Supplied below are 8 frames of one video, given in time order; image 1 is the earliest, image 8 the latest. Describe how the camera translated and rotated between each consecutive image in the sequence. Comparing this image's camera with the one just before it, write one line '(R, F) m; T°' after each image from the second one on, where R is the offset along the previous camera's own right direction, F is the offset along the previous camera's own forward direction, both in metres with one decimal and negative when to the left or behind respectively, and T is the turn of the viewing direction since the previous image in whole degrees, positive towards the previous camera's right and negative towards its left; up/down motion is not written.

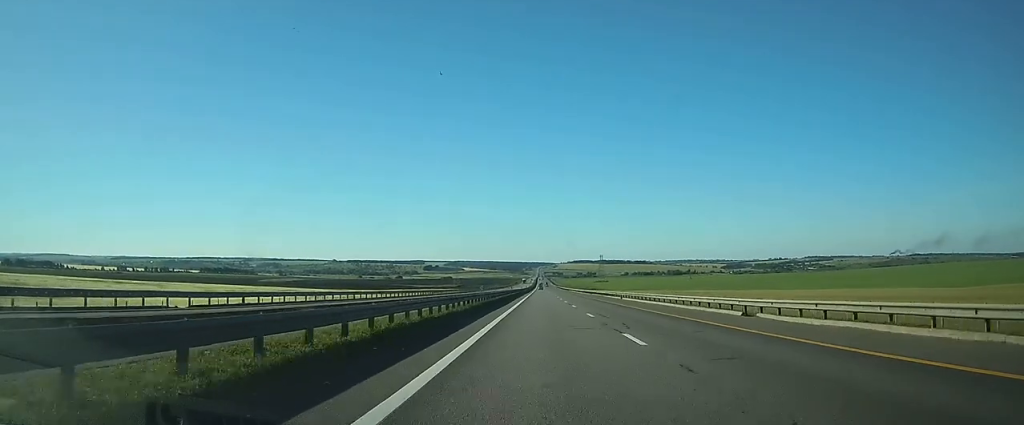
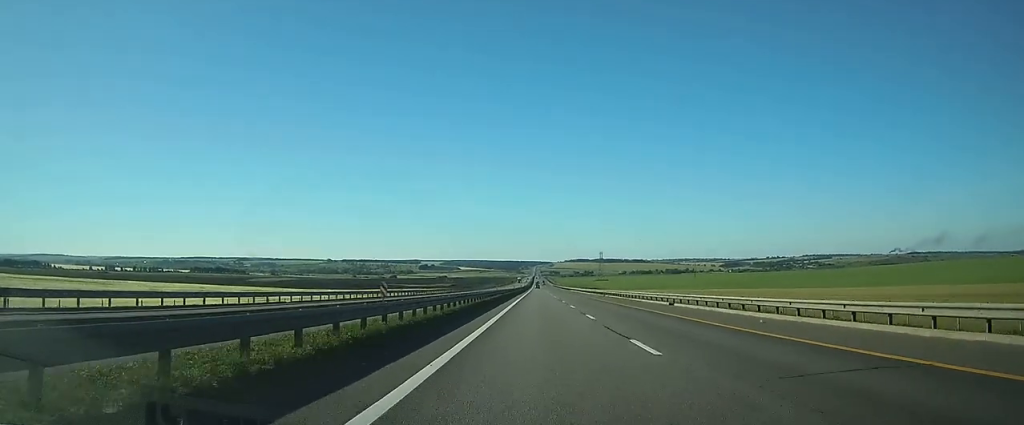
(+0.1, +26.2) m; 0°
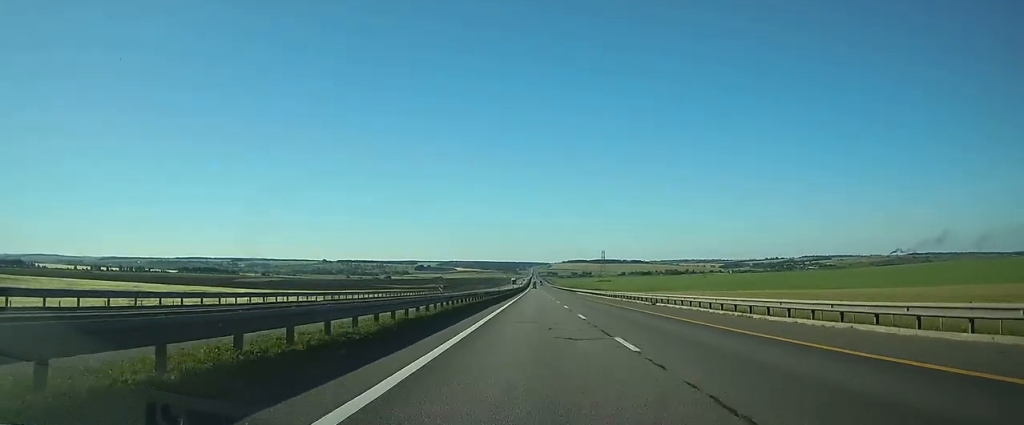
(+0.2, +35.9) m; +1°
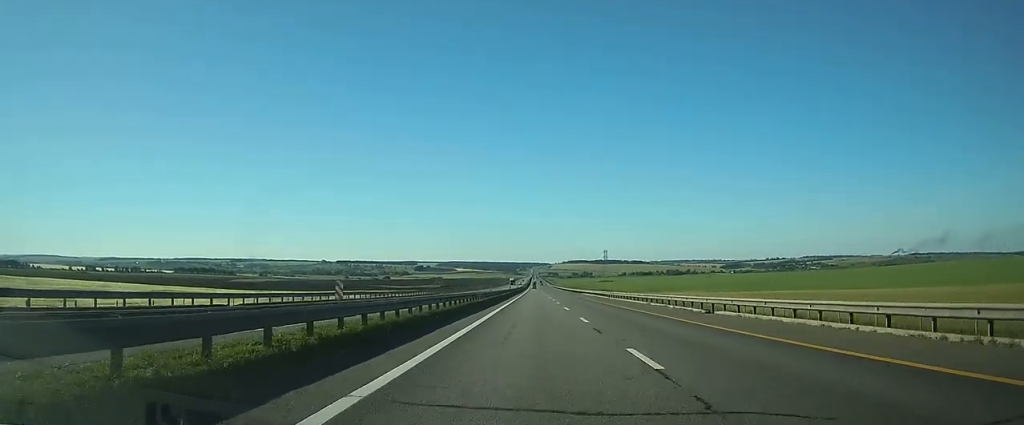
(+0.2, +14.8) m; 0°
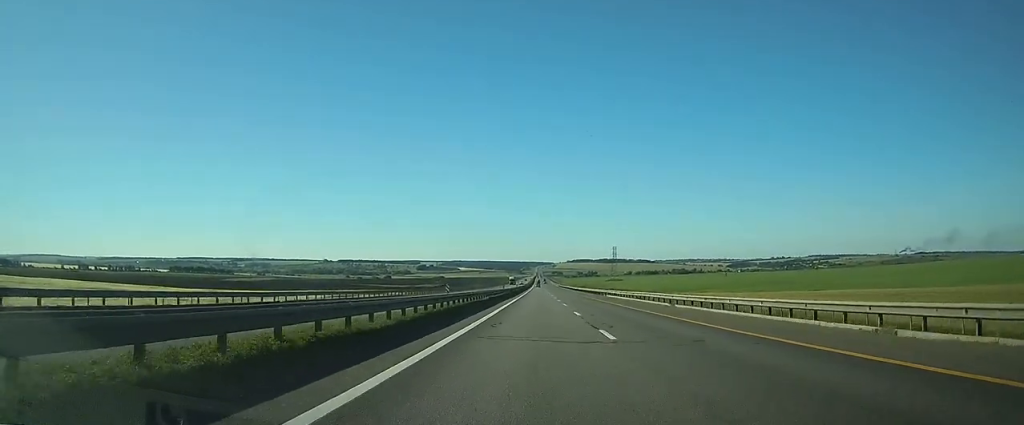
(+0.1, +31.9) m; 0°
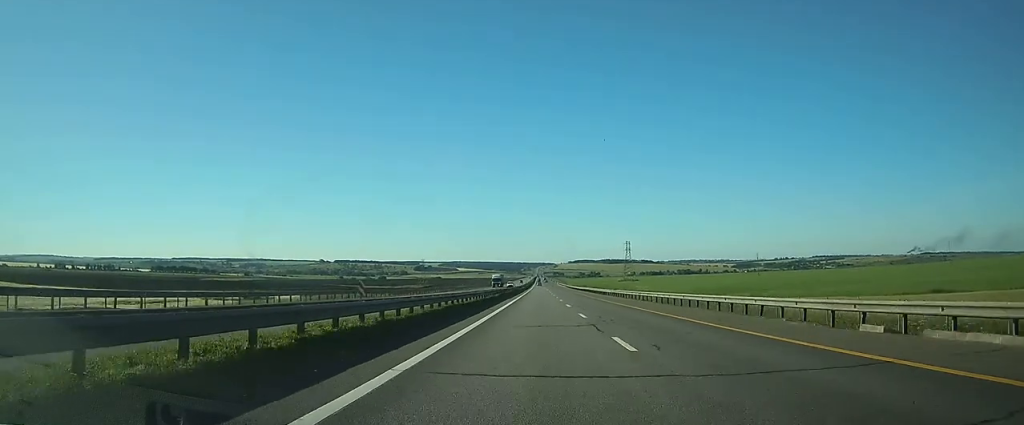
(-0.4, +63.8) m; -1°
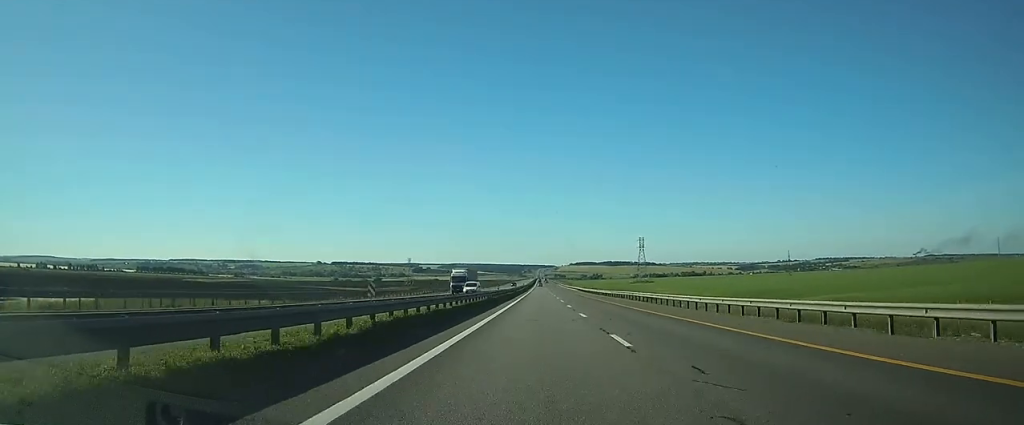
(-0.2, +47.8) m; 0°
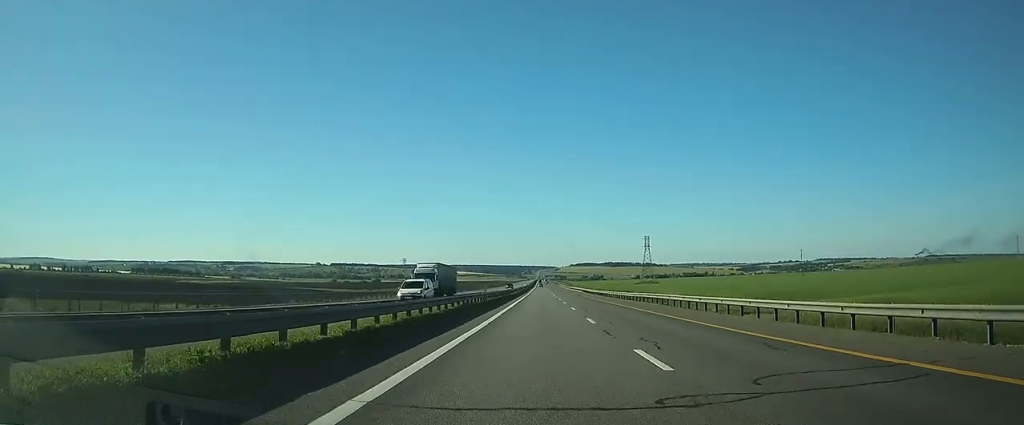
(0.0, +15.9) m; 0°
